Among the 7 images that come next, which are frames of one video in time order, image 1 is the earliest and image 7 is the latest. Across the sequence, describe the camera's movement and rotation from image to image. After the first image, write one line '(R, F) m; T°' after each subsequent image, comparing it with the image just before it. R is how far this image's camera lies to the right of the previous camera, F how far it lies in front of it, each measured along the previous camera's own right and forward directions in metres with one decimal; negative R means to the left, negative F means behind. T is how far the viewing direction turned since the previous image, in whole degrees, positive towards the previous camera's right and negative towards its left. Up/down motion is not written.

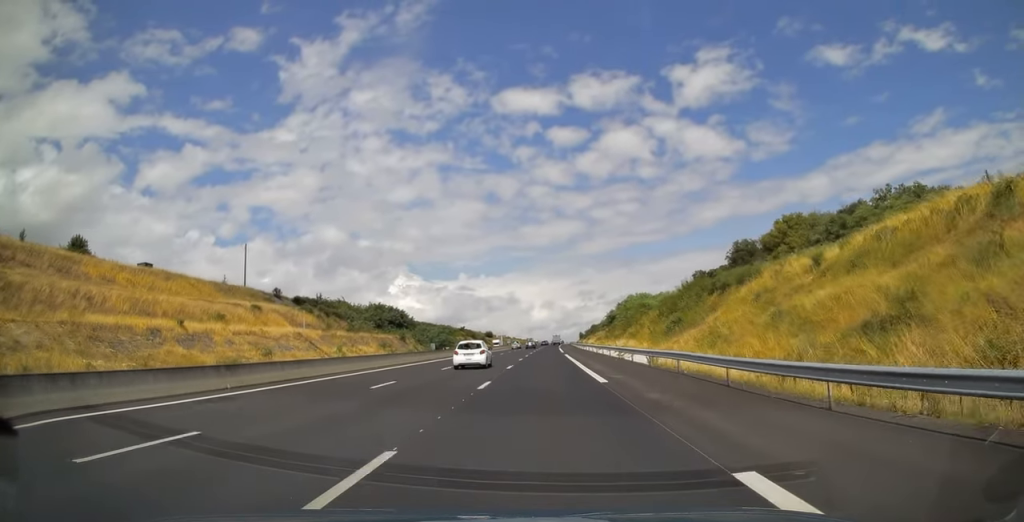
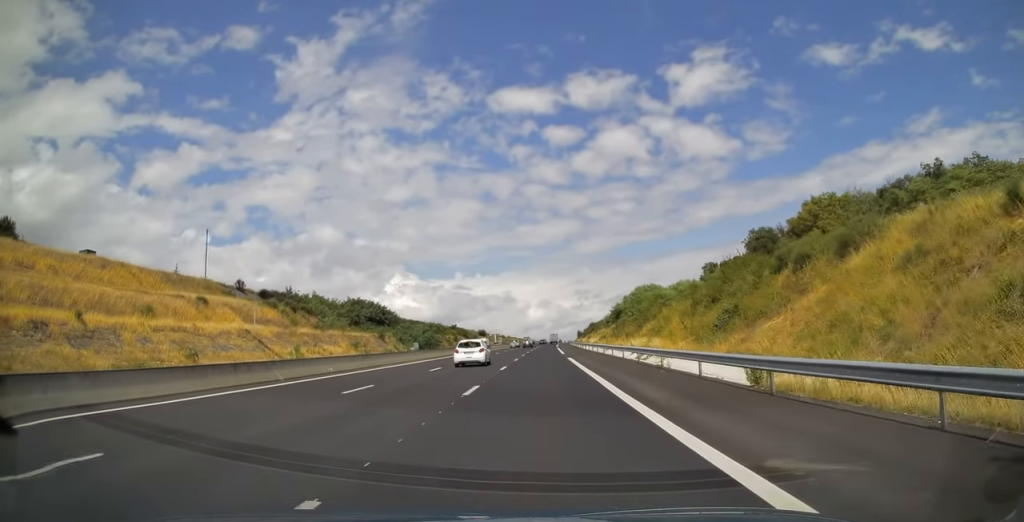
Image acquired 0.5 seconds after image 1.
(0.0, +15.4) m; 0°
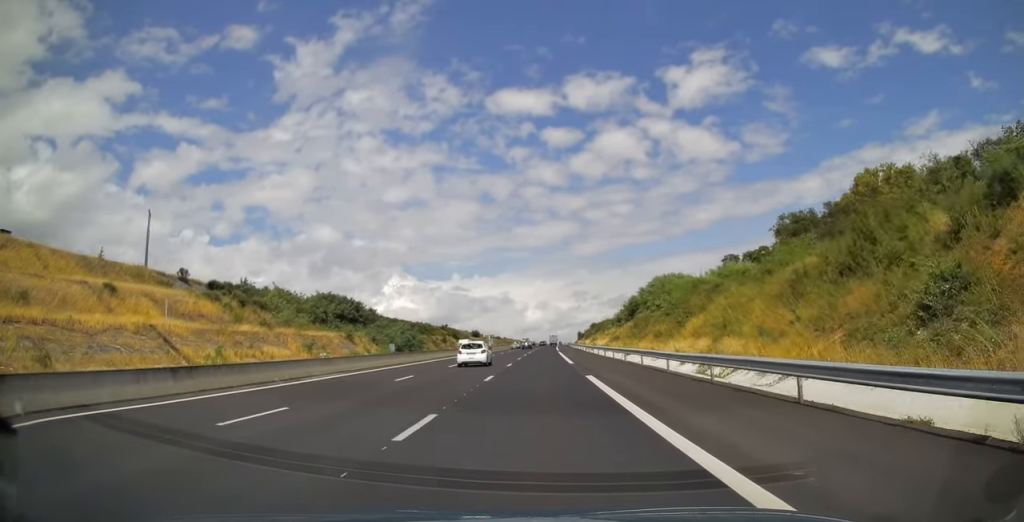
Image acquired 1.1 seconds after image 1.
(+0.1, +19.7) m; 0°
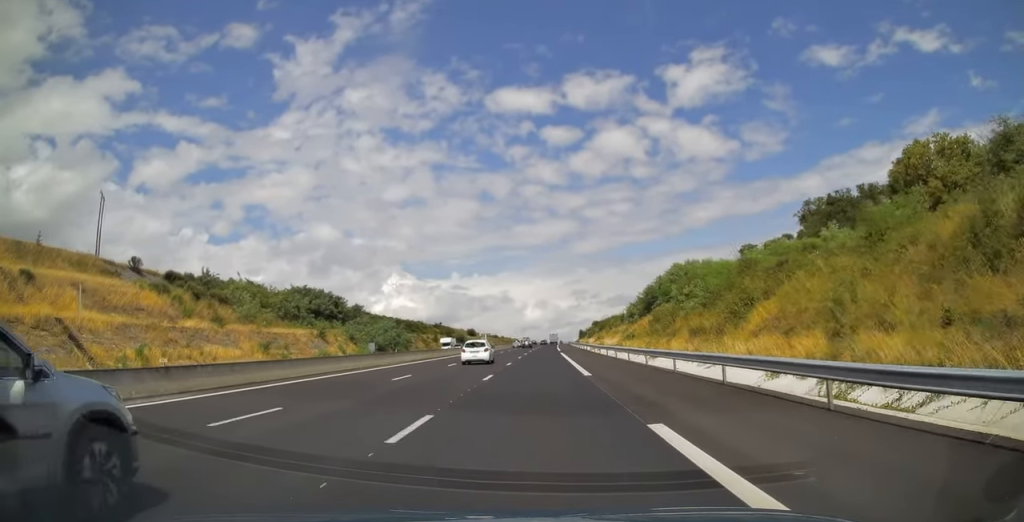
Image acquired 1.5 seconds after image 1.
(0.0, +13.3) m; 0°
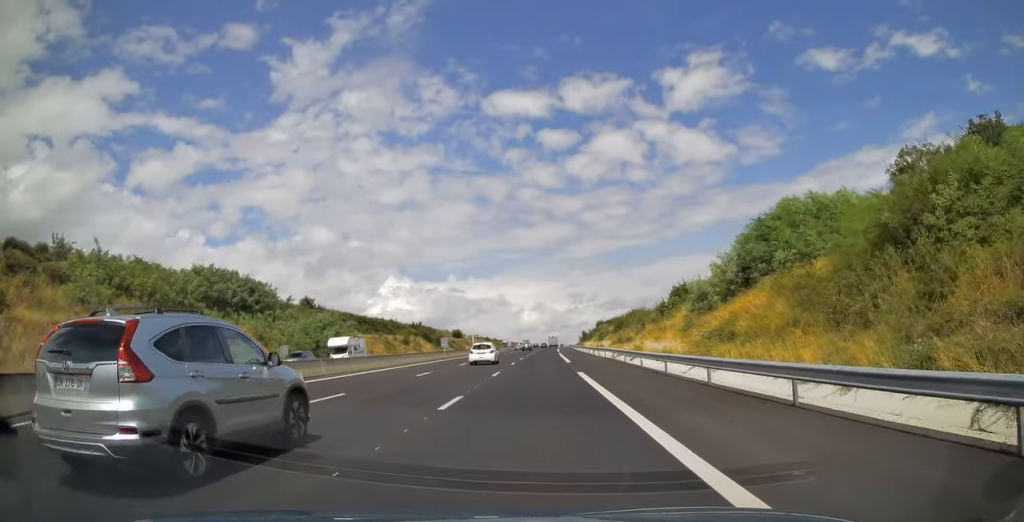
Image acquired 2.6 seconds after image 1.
(+0.1, +34.7) m; 0°
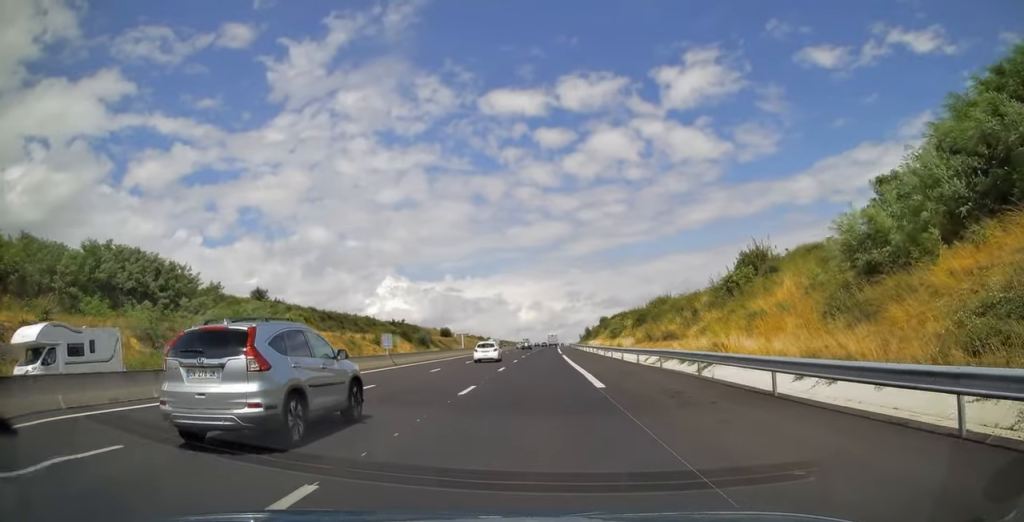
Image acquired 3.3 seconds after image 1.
(+0.1, +23.1) m; +1°
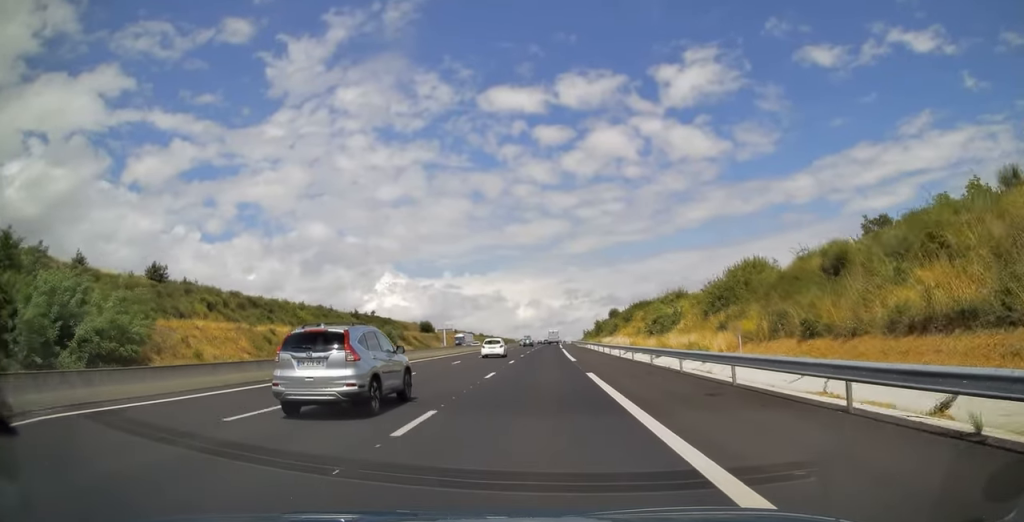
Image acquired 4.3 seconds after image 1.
(+0.3, +33.2) m; 0°
